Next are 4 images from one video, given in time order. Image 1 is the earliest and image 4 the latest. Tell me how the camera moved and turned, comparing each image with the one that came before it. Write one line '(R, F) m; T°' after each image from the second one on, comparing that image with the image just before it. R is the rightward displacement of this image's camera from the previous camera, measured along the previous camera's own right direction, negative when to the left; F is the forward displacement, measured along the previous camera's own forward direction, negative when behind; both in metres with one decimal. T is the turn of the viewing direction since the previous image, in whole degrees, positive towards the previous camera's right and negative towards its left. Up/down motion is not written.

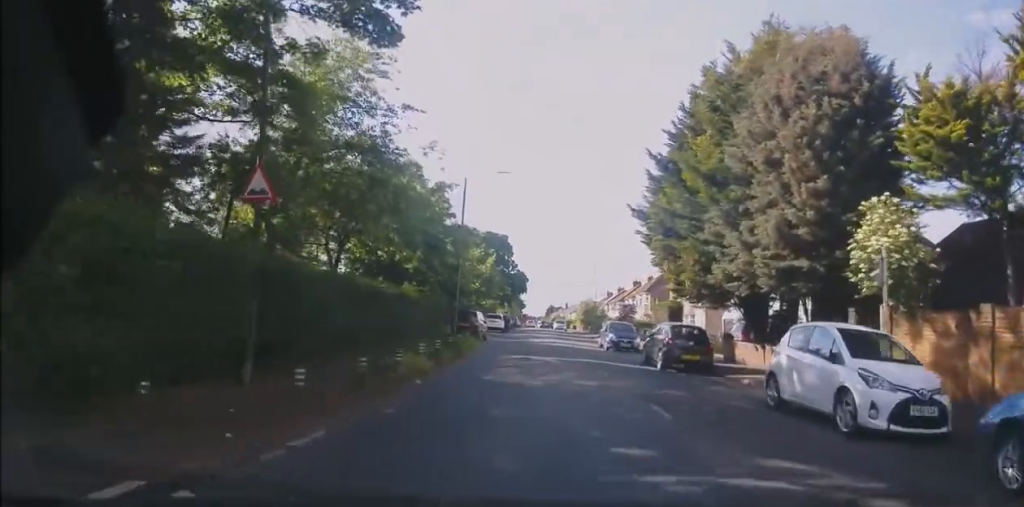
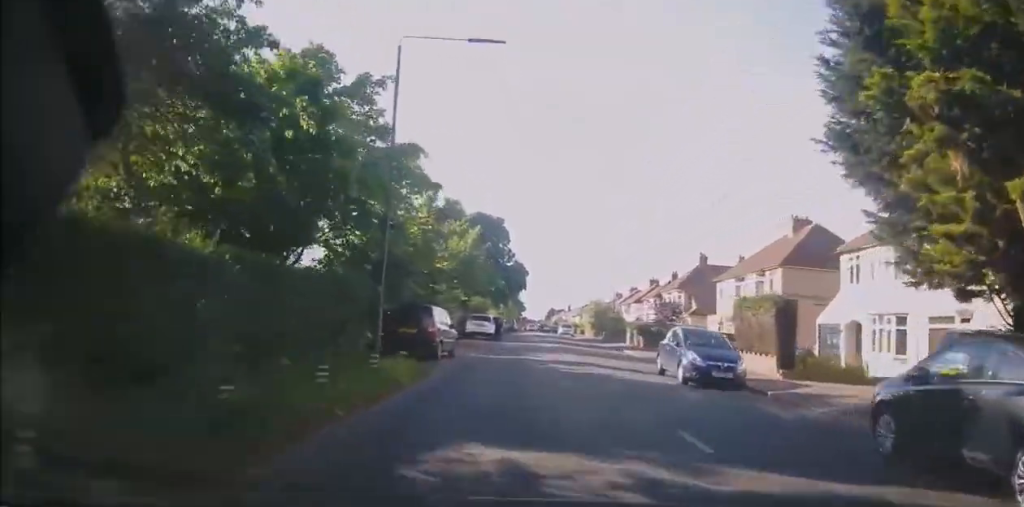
(-0.1, +14.5) m; 0°
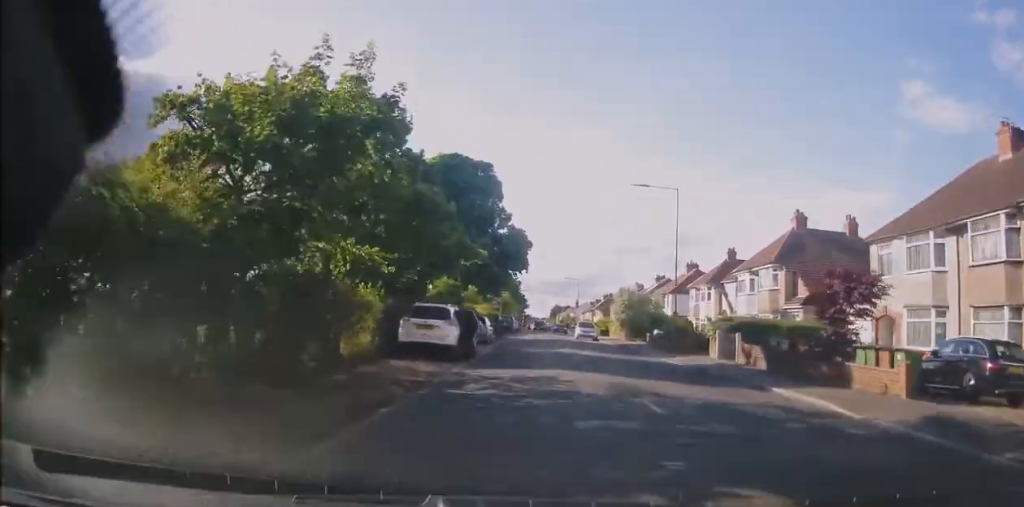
(+0.1, +20.5) m; 0°
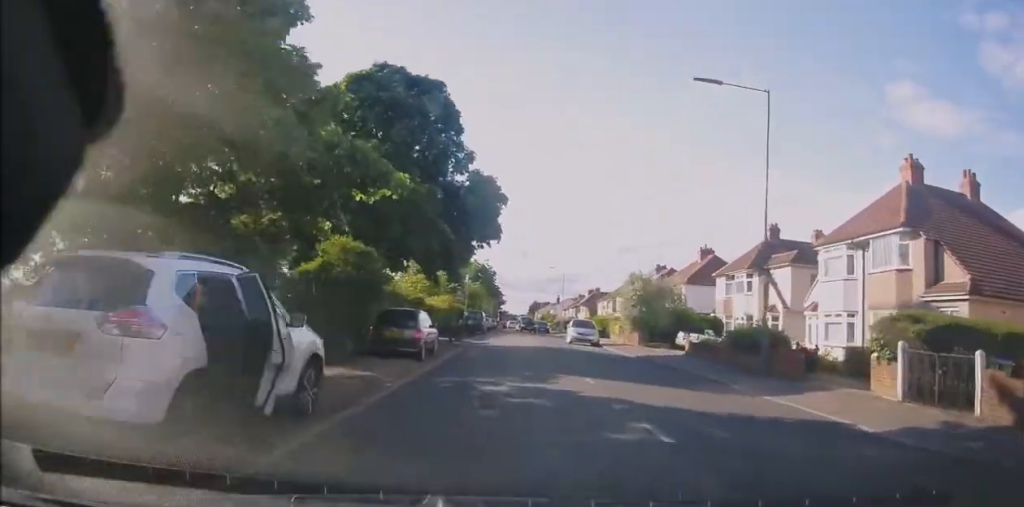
(+0.1, +13.8) m; +1°
